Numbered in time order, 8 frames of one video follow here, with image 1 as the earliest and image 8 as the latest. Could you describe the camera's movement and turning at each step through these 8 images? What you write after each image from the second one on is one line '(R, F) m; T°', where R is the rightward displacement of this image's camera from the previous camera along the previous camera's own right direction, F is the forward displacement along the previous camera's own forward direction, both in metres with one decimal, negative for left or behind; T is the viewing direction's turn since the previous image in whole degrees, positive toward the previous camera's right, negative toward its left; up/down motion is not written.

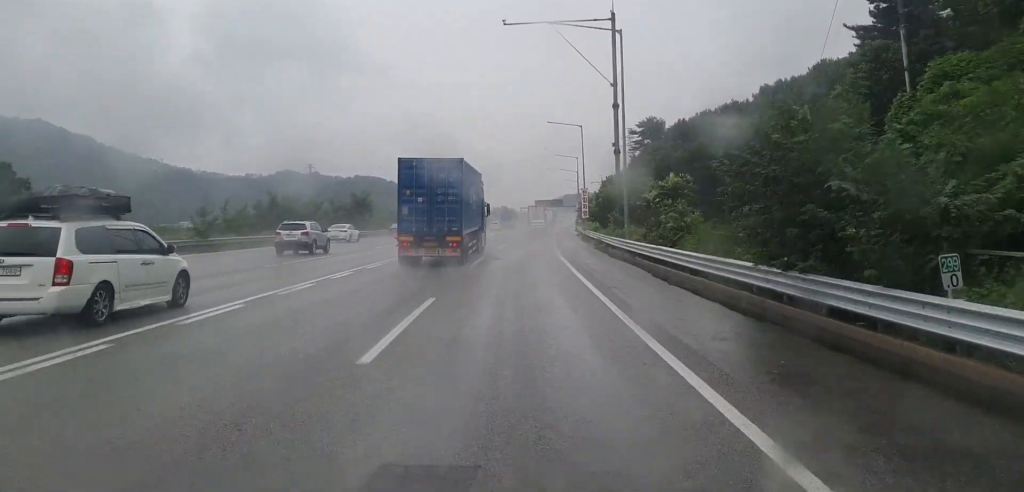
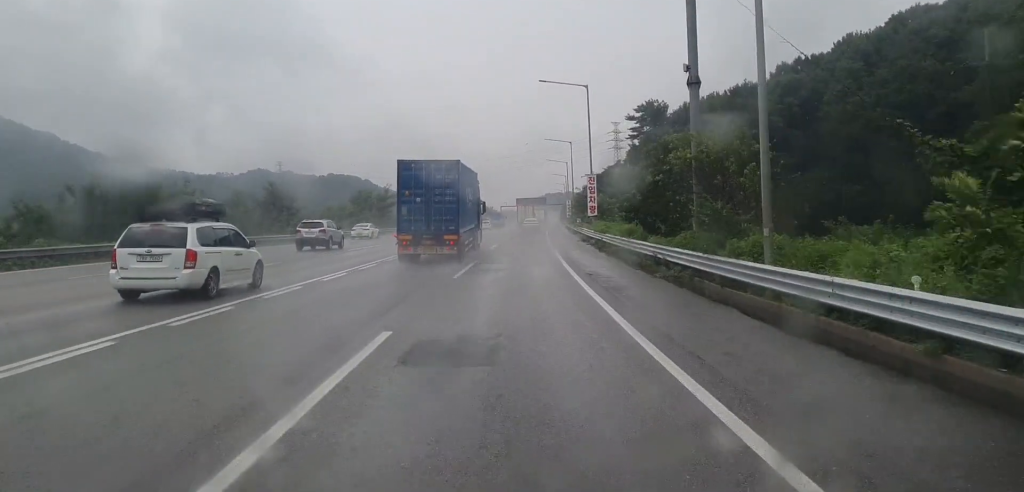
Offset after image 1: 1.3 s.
(+0.5, +25.3) m; +1°
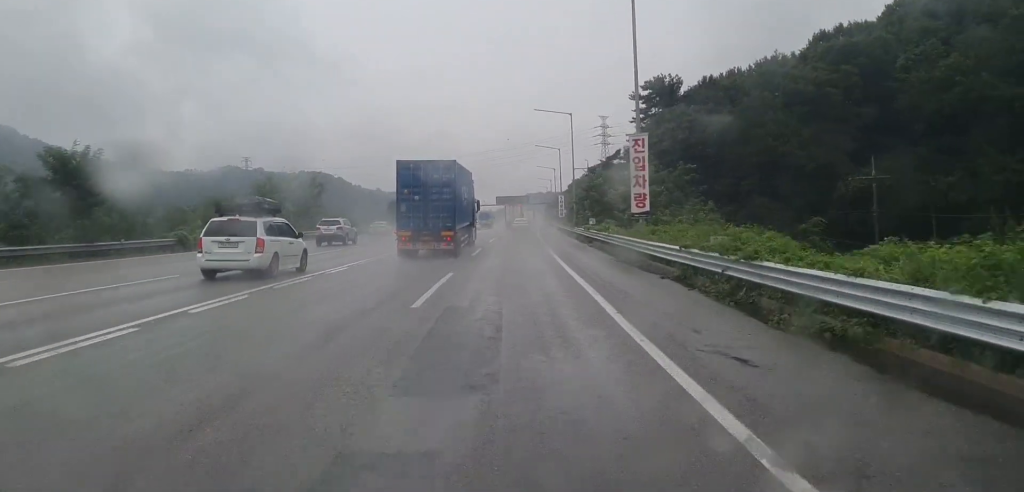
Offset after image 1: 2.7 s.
(+0.2, +28.9) m; +1°
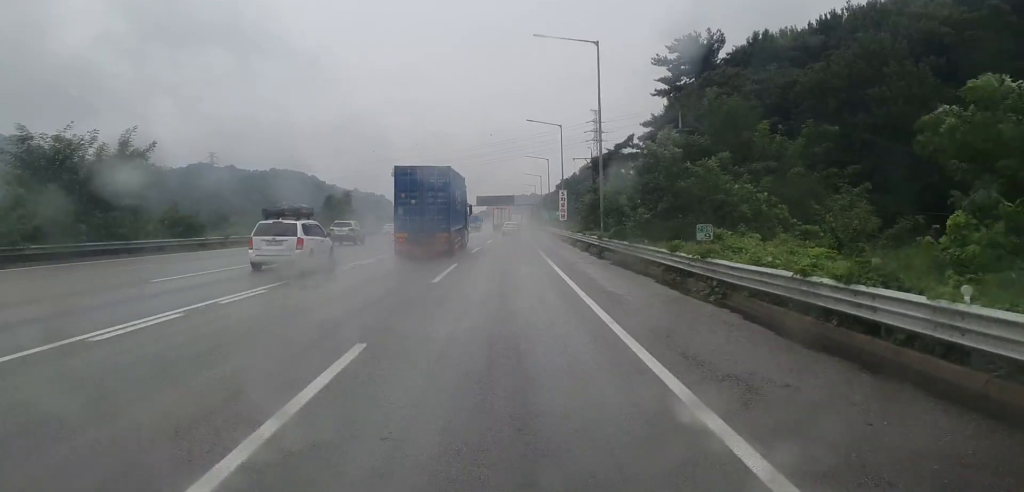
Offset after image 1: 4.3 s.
(+0.3, +32.8) m; 0°
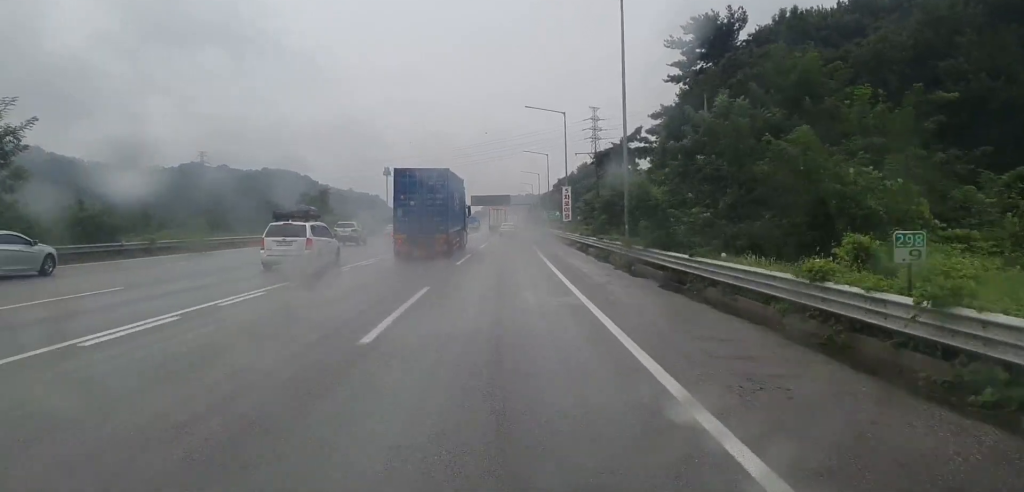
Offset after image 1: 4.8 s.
(0.0, +10.4) m; 0°
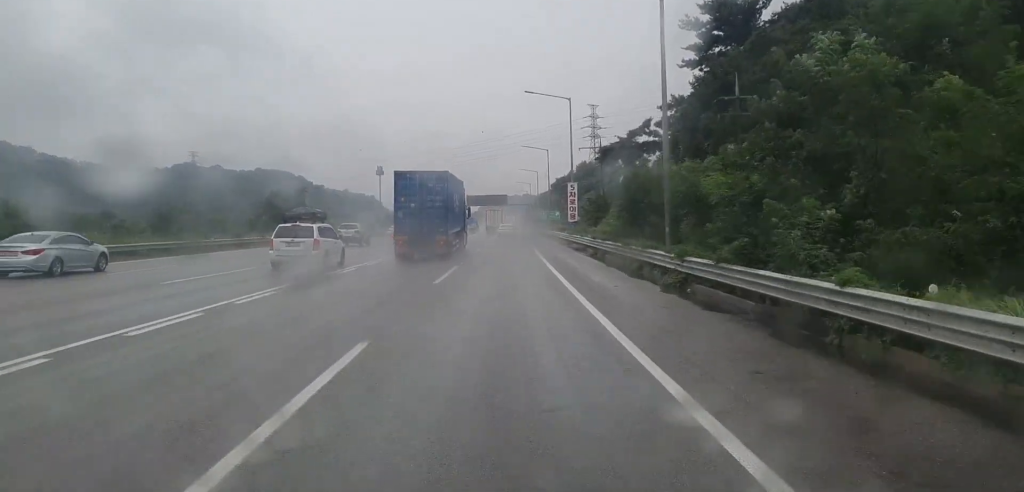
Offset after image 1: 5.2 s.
(0.0, +9.0) m; 0°
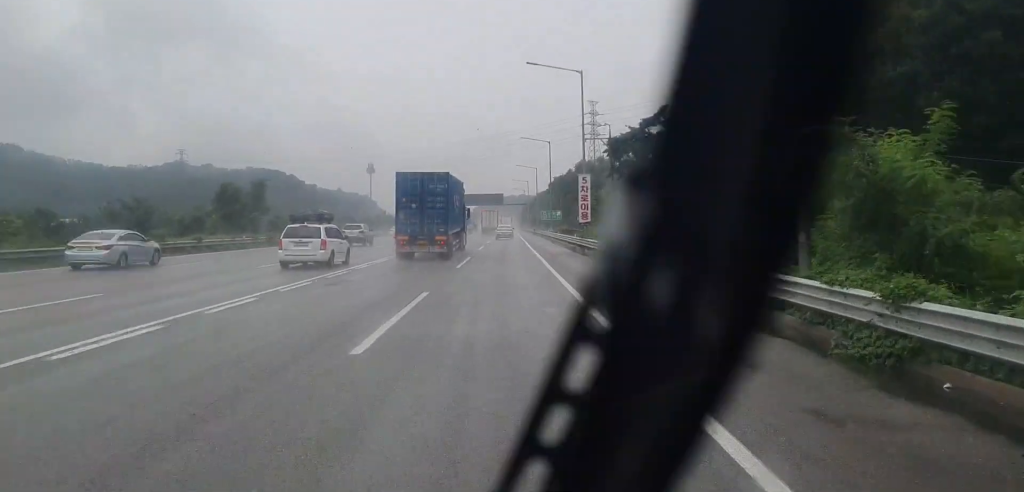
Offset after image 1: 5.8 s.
(0.0, +11.8) m; 0°
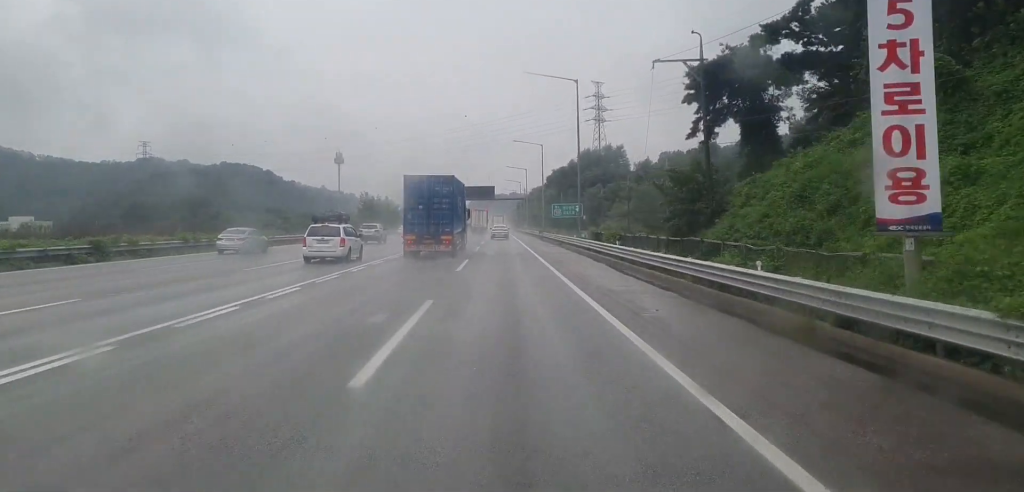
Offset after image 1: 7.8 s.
(+0.6, +41.9) m; +1°
